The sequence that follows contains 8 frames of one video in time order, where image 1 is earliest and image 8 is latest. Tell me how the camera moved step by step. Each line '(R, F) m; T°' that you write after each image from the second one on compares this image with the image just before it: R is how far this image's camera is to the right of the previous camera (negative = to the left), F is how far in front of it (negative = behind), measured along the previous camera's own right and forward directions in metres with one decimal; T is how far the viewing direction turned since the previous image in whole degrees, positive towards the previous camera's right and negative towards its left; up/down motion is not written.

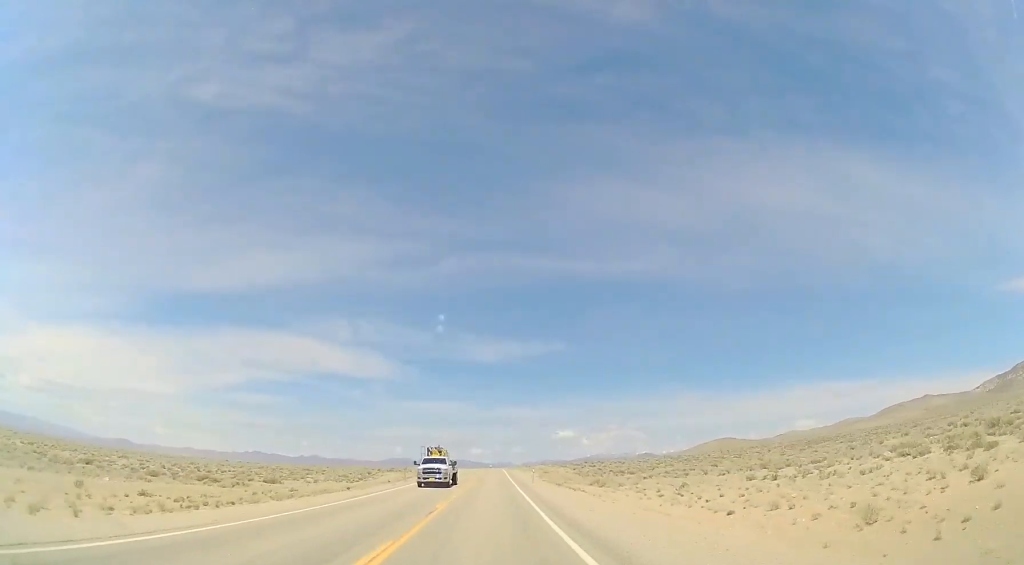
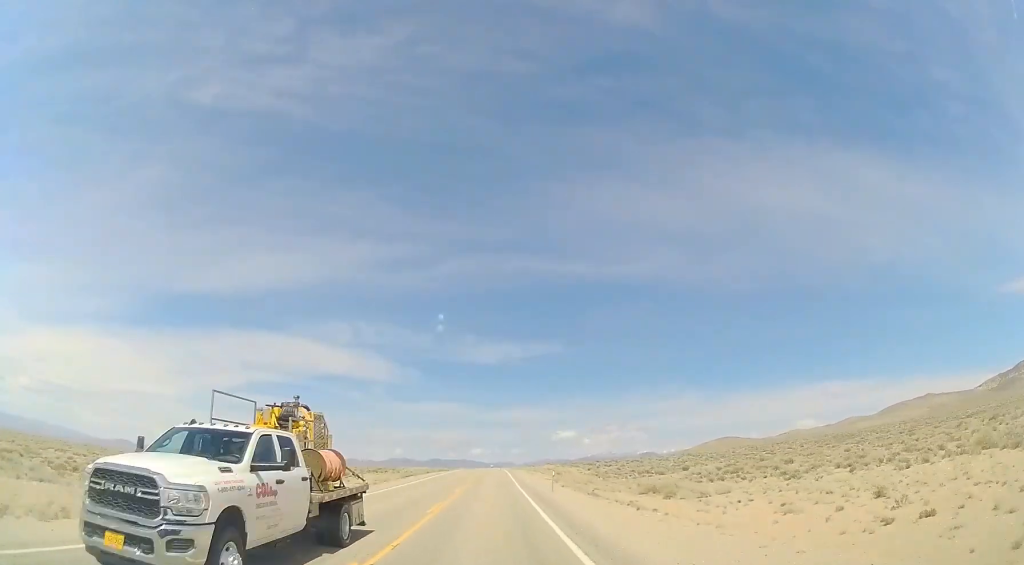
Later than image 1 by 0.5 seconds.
(+0.1, +14.9) m; 0°
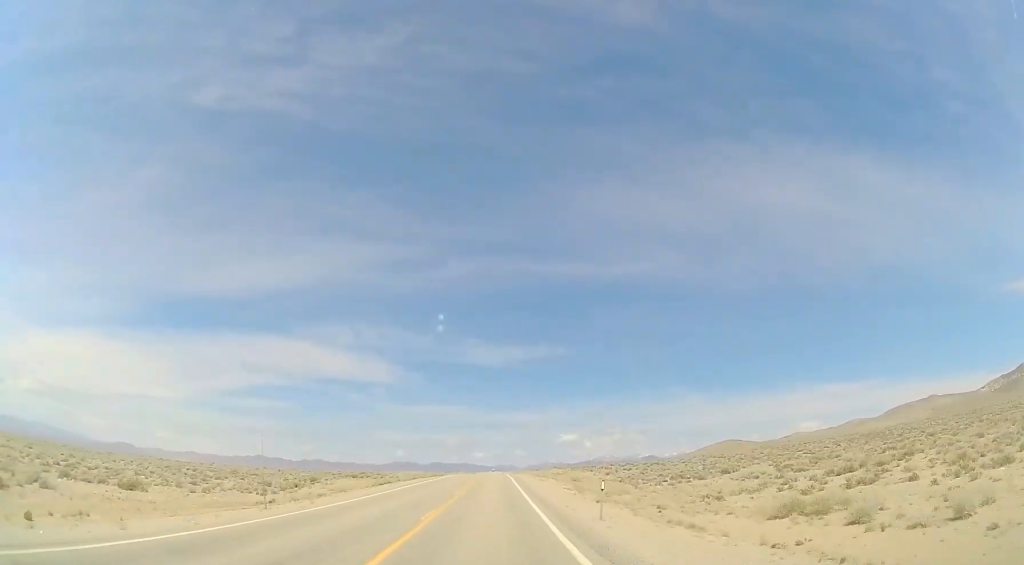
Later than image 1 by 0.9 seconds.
(0.0, +13.9) m; 0°
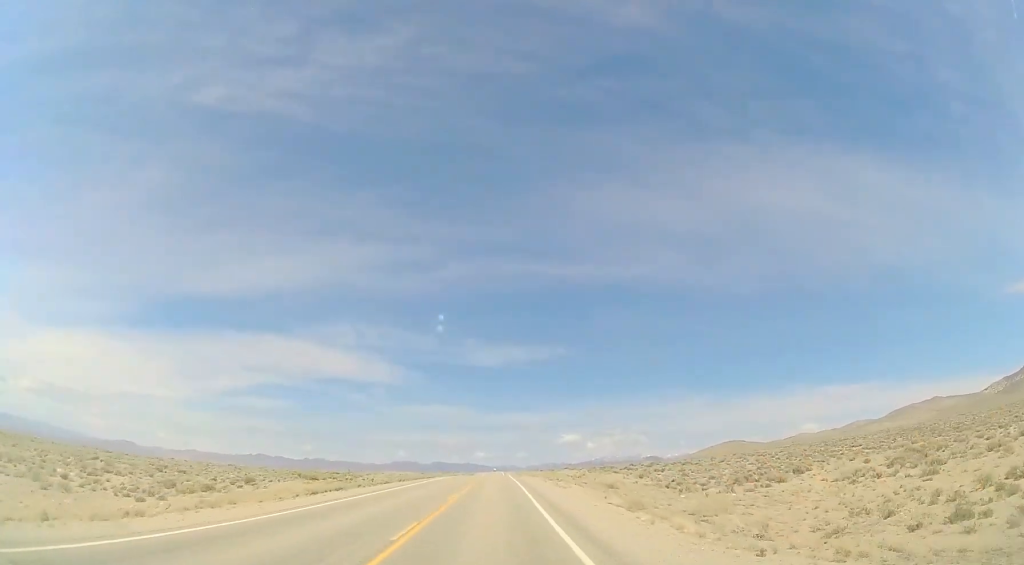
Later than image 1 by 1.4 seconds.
(+0.1, +16.9) m; 0°
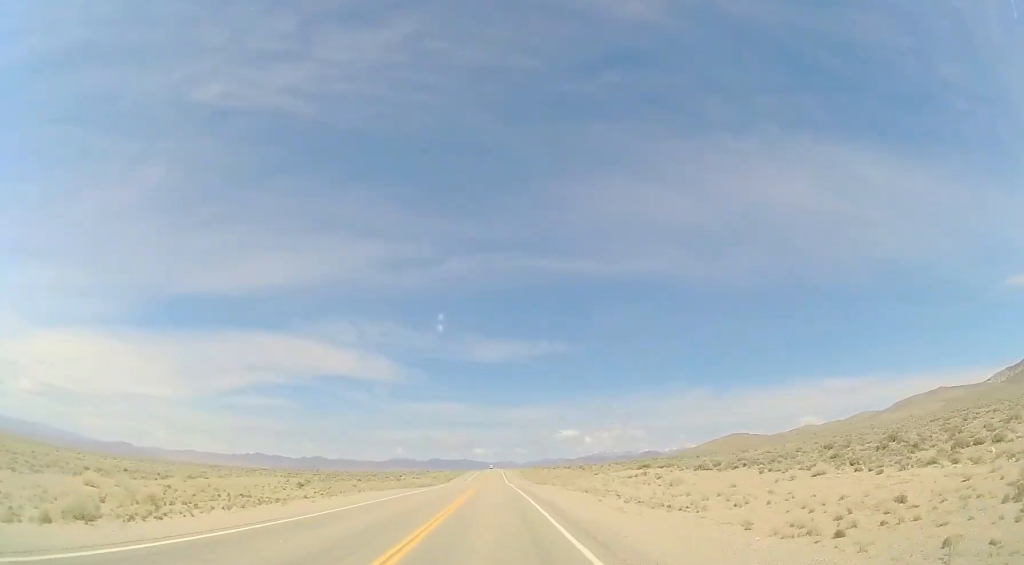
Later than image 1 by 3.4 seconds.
(-0.3, +63.1) m; 0°
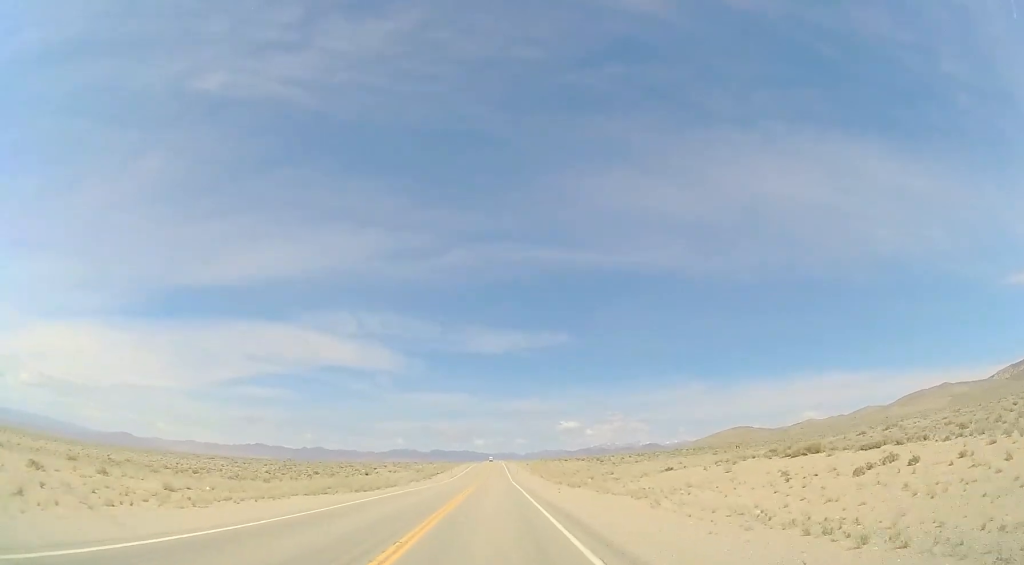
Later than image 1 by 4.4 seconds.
(+0.1, +29.3) m; 0°
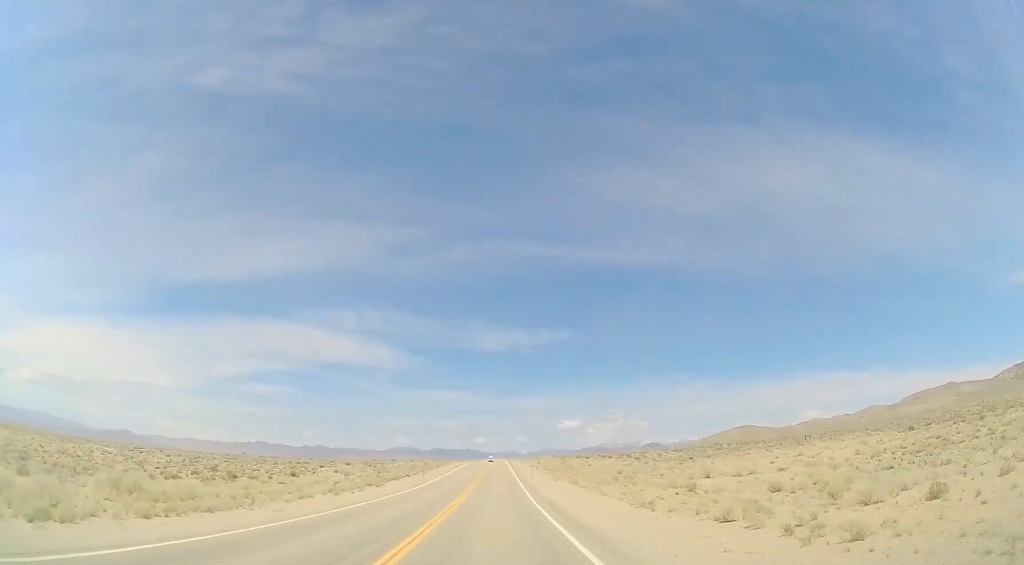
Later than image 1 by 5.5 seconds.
(0.0, +34.4) m; 0°
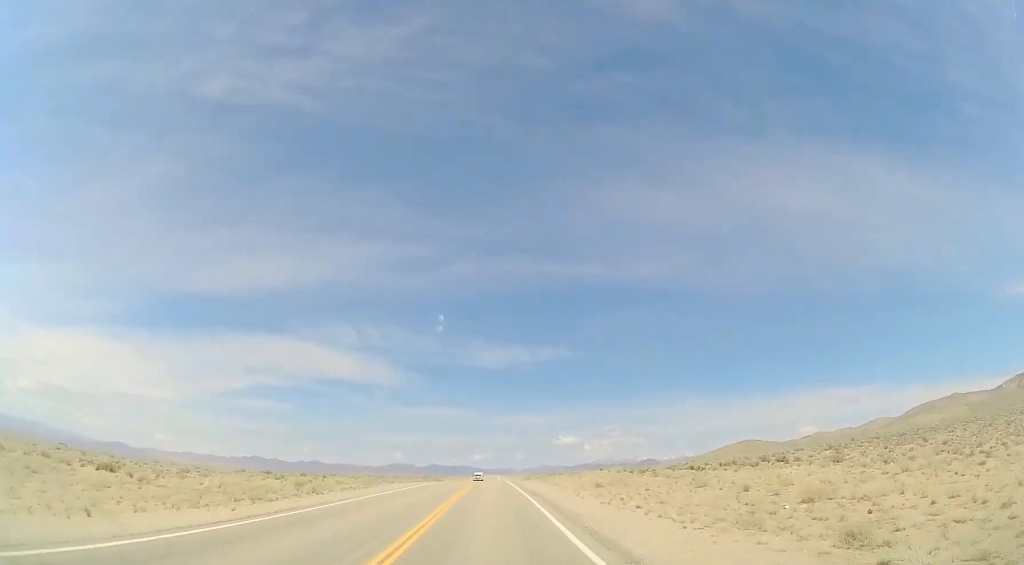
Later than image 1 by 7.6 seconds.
(-0.4, +67.6) m; 0°
